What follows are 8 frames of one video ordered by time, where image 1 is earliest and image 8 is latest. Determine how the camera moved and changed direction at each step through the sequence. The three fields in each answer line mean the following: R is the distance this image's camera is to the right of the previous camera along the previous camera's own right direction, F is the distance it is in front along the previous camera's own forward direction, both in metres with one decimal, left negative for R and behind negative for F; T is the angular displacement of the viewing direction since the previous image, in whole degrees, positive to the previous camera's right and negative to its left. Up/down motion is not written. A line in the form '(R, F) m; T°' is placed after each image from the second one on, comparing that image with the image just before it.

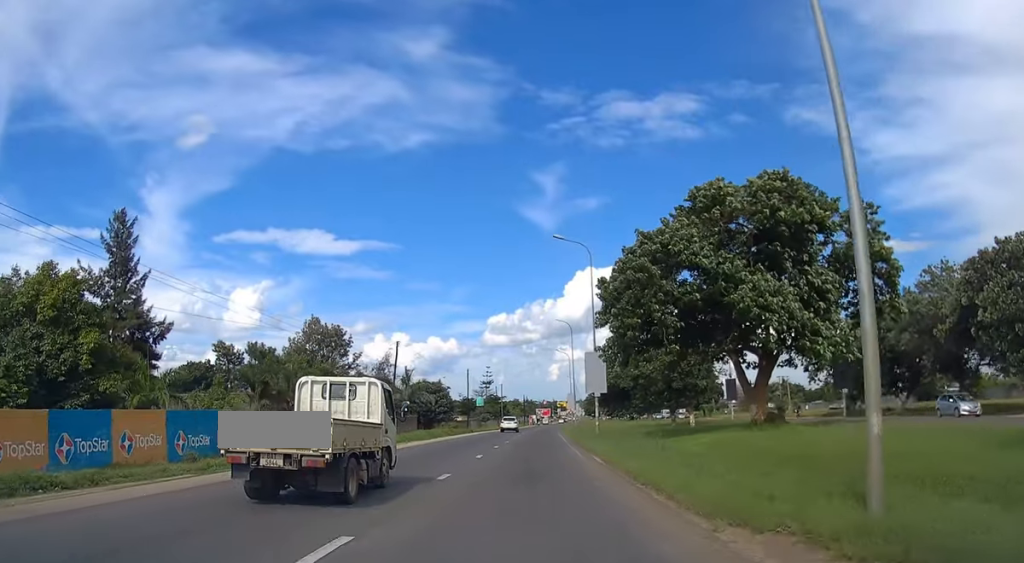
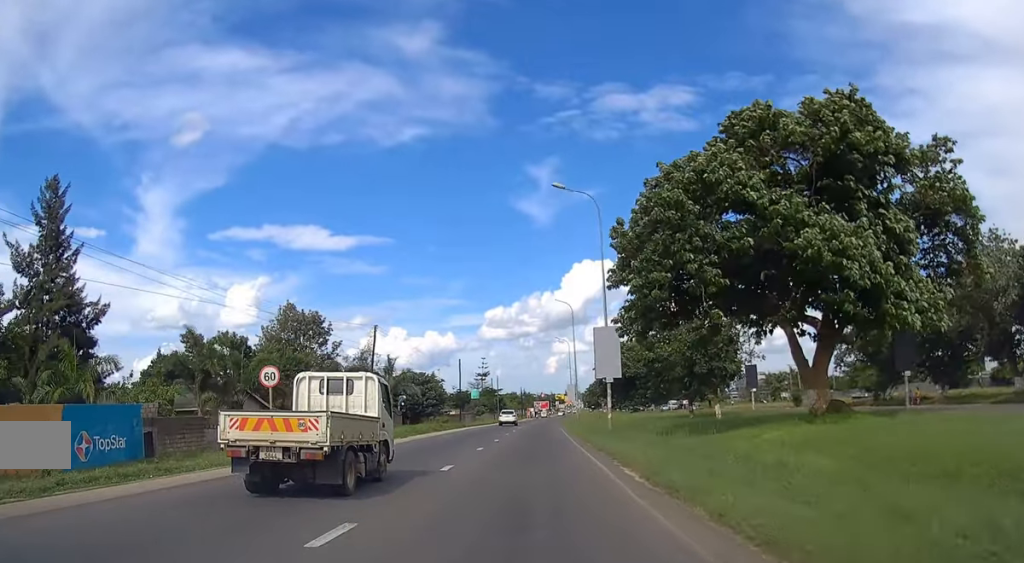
(-0.1, +8.5) m; 0°
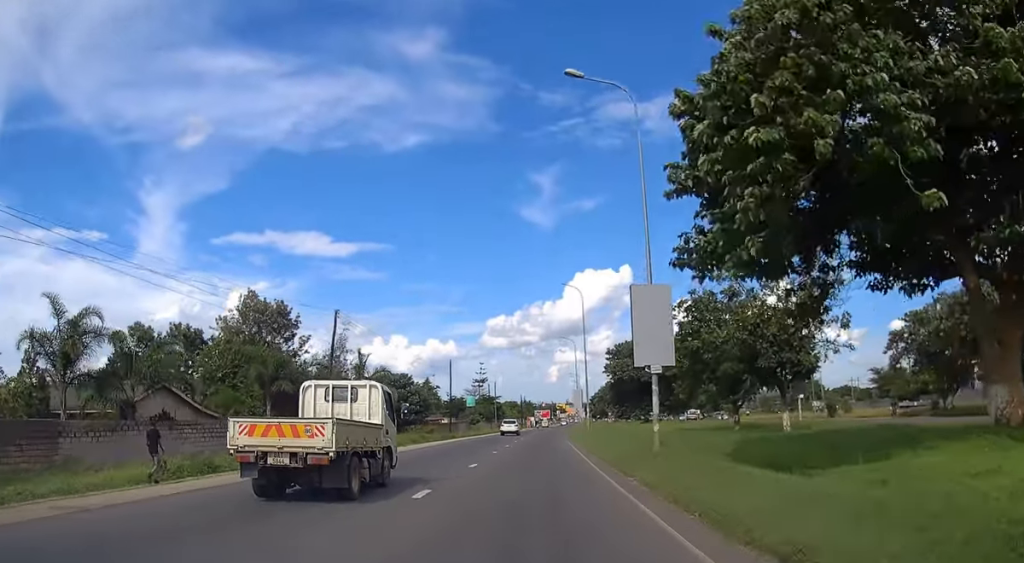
(+0.1, +12.9) m; 0°
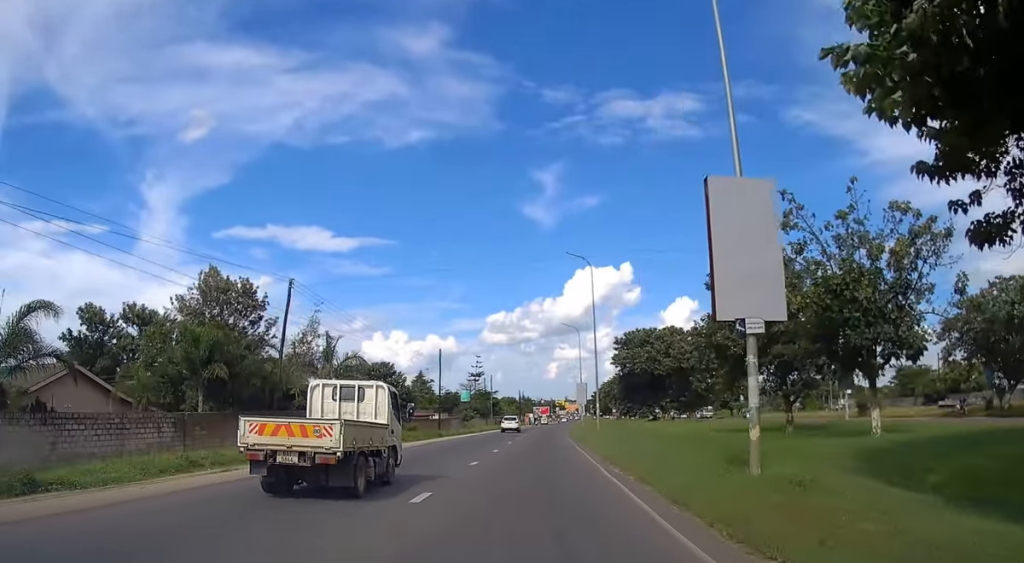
(+0.2, +9.6) m; 0°
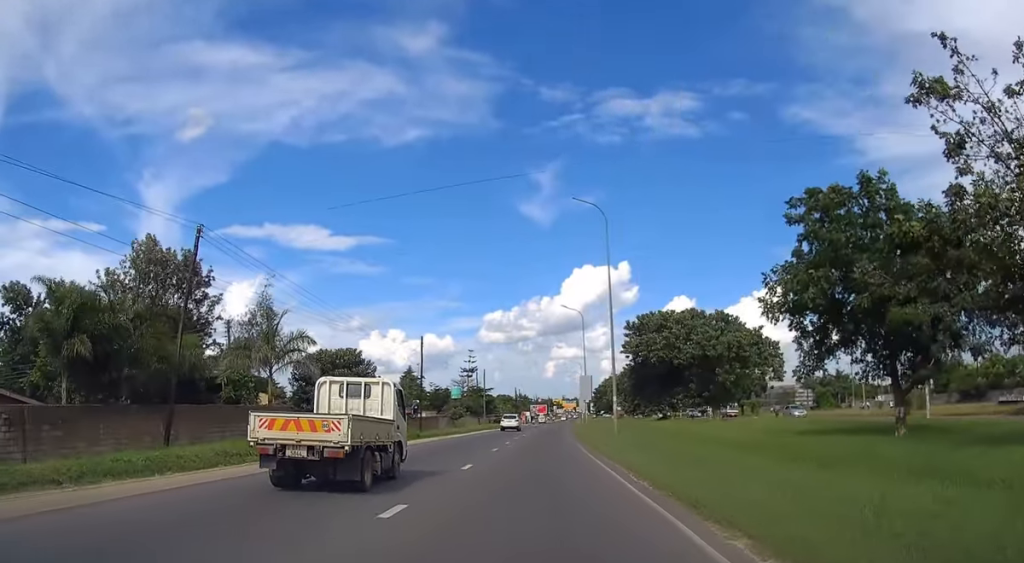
(-0.1, +11.4) m; 0°
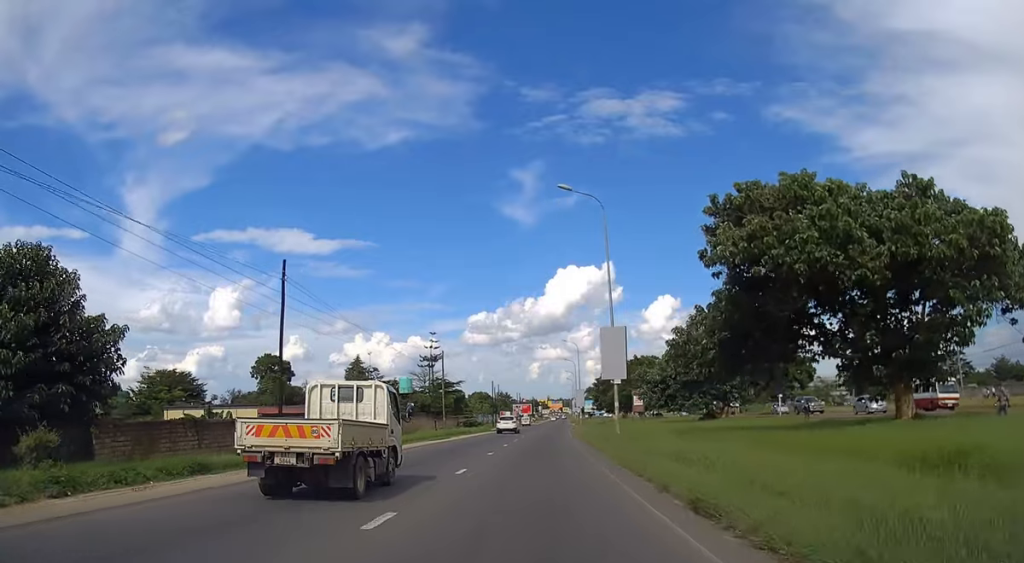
(+0.4, +35.9) m; +2°
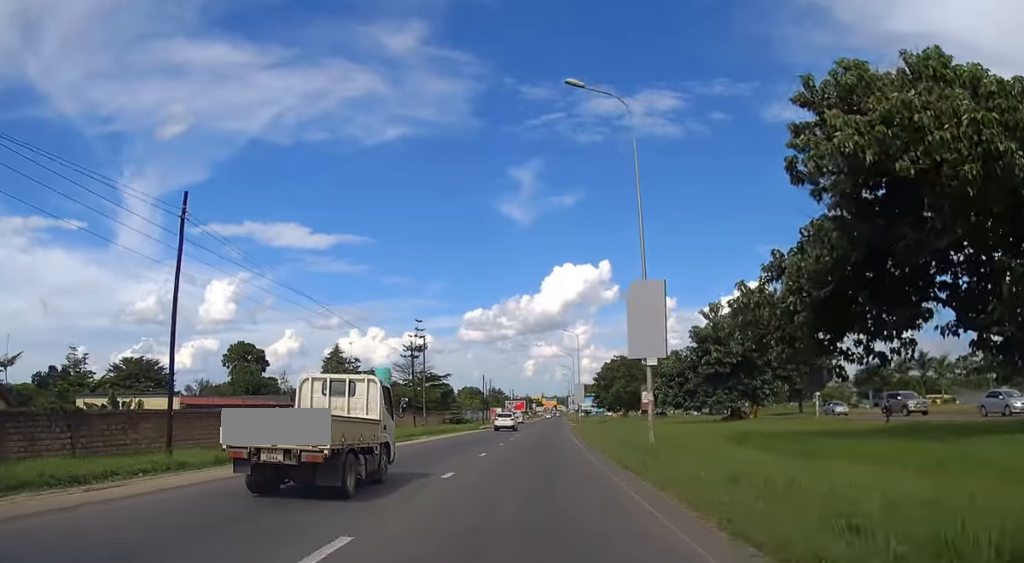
(0.0, +10.8) m; 0°
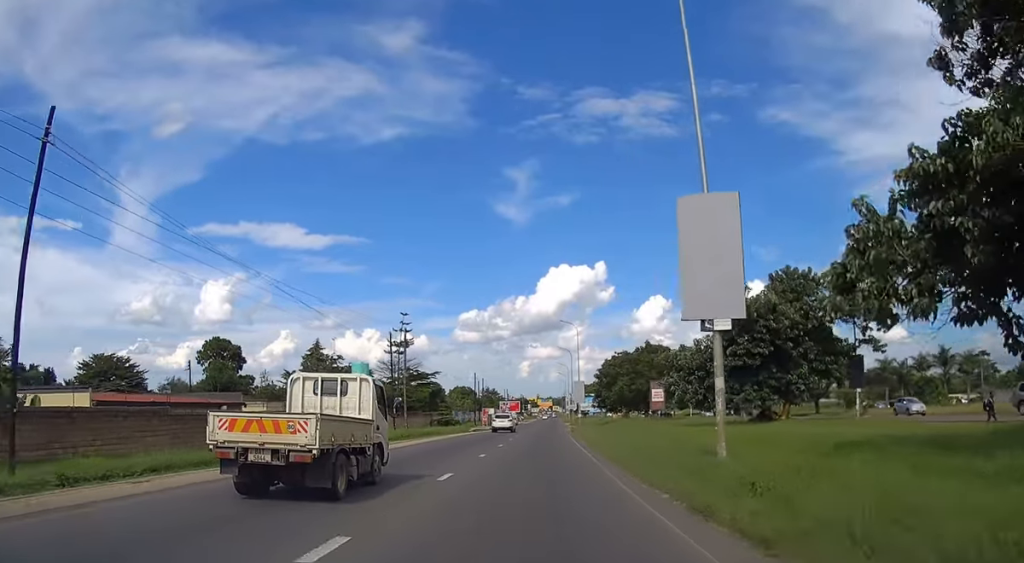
(0.0, +8.7) m; 0°
